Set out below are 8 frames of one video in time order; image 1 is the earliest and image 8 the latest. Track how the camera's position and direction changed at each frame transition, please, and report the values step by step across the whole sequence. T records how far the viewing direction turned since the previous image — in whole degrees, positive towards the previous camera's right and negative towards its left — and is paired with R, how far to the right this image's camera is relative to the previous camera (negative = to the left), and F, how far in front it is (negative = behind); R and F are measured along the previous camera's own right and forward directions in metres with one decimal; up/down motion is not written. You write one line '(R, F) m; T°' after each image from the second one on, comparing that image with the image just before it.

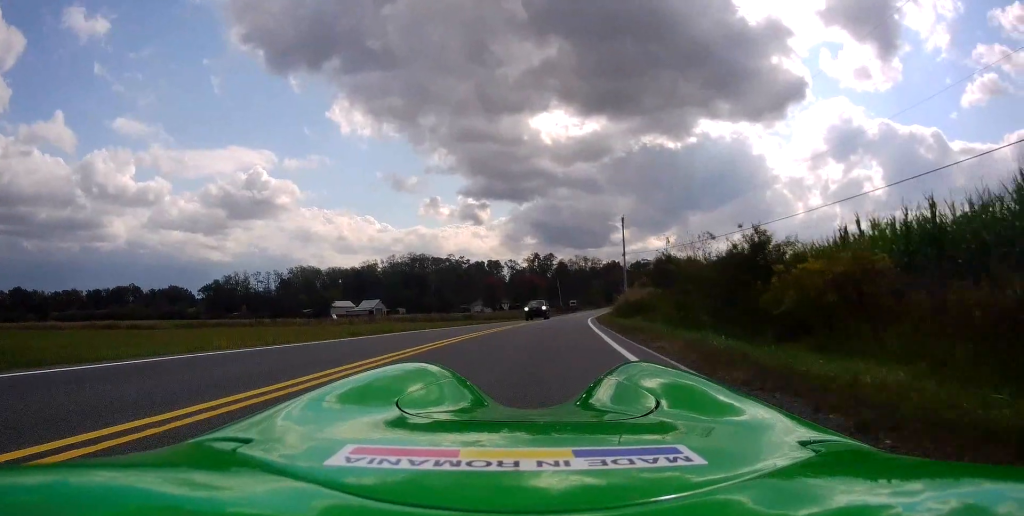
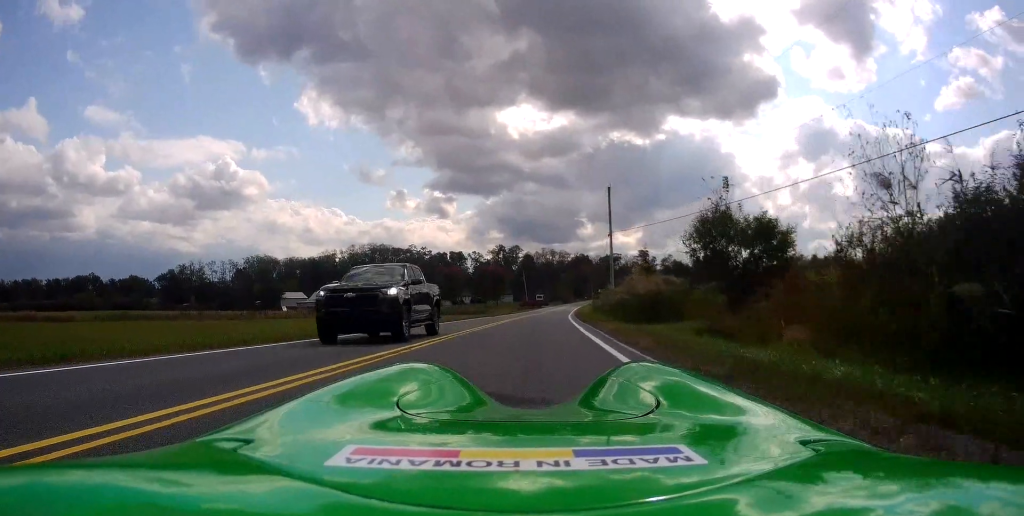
(+0.2, +15.6) m; 0°
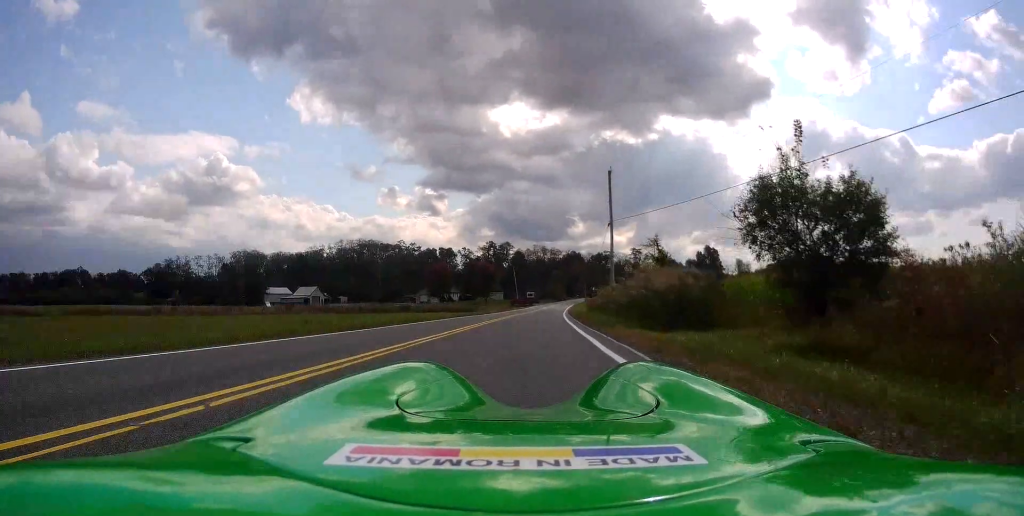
(-0.2, +6.2) m; +2°
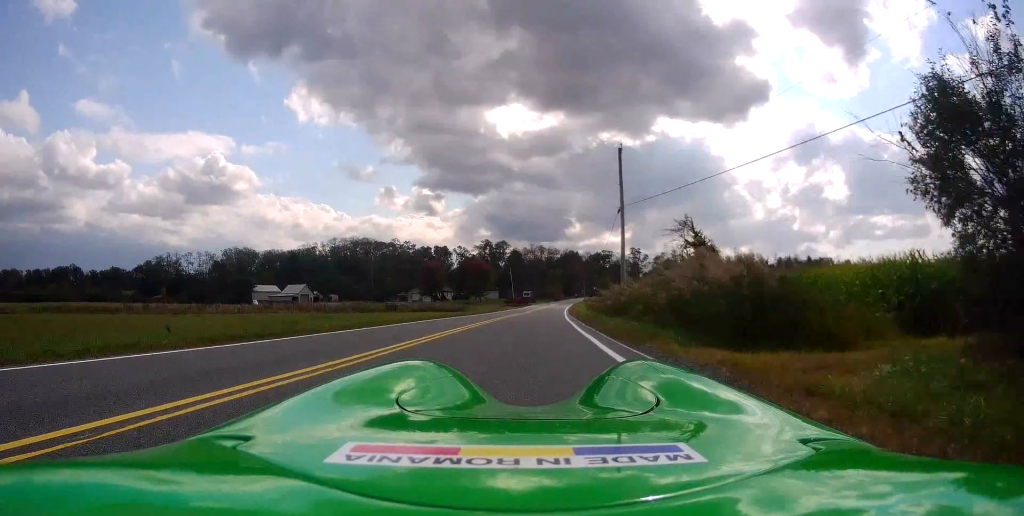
(+0.3, +7.0) m; +2°
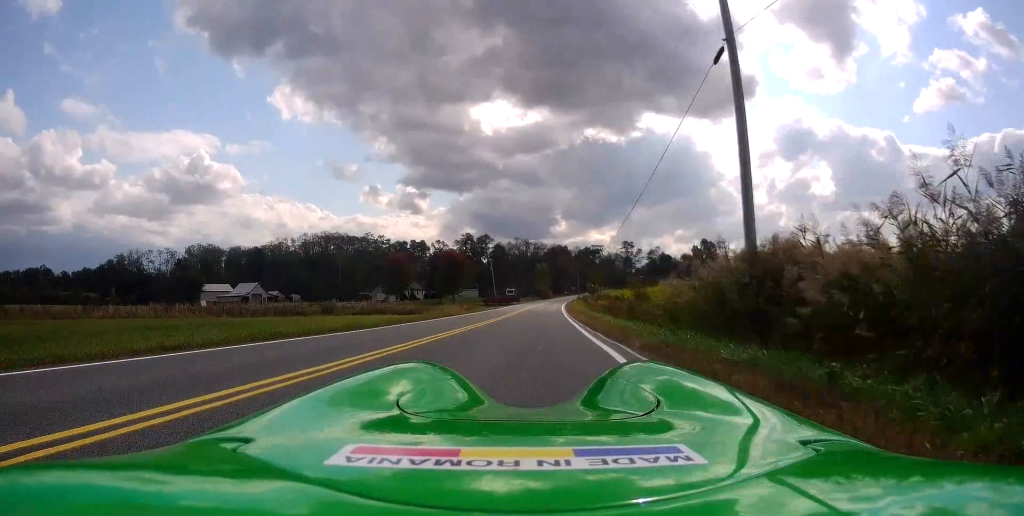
(+0.4, +24.2) m; +1°
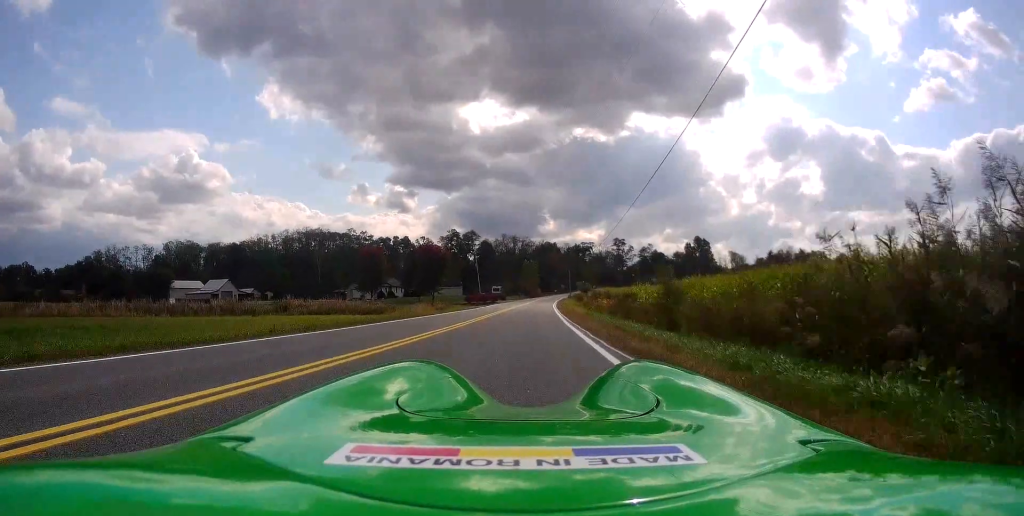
(+0.1, +10.6) m; 0°
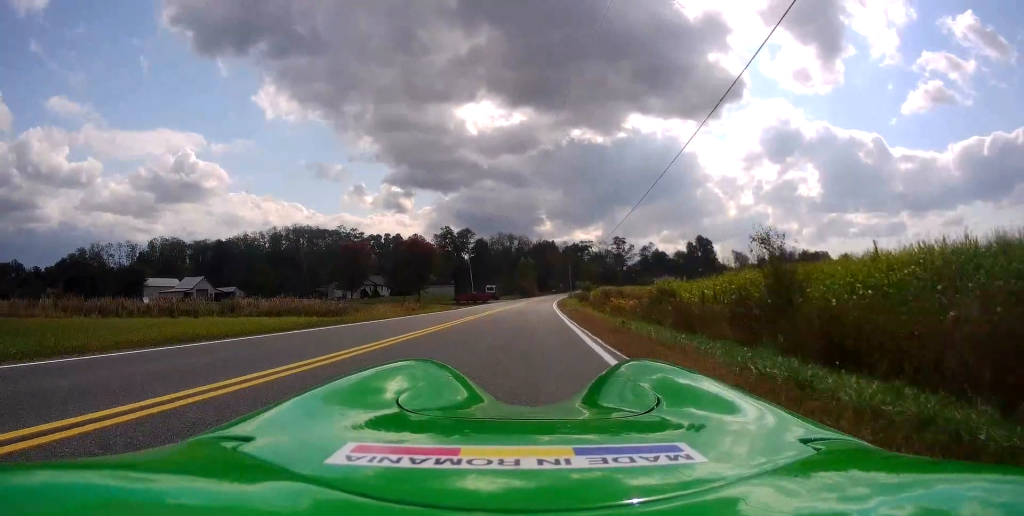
(-0.1, +11.1) m; -1°
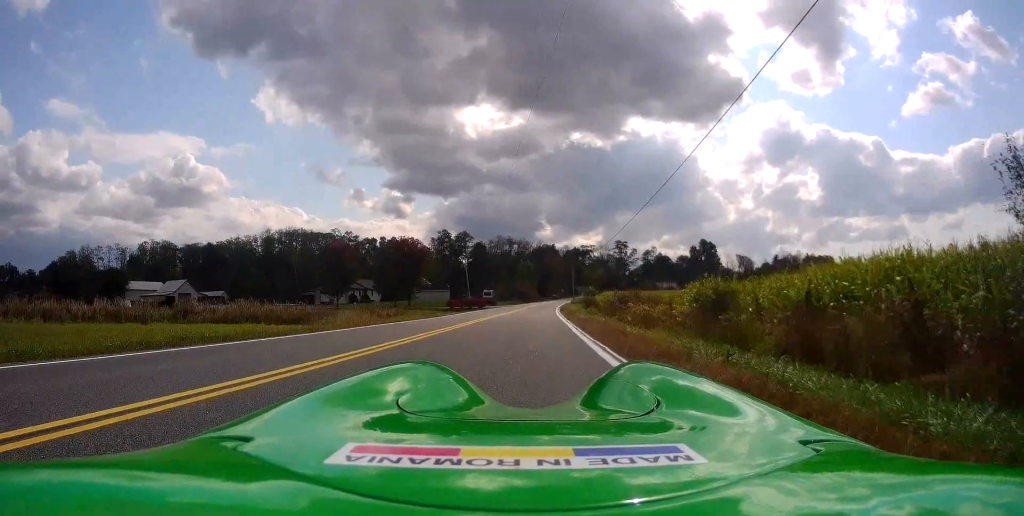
(0.0, +7.9) m; +1°
